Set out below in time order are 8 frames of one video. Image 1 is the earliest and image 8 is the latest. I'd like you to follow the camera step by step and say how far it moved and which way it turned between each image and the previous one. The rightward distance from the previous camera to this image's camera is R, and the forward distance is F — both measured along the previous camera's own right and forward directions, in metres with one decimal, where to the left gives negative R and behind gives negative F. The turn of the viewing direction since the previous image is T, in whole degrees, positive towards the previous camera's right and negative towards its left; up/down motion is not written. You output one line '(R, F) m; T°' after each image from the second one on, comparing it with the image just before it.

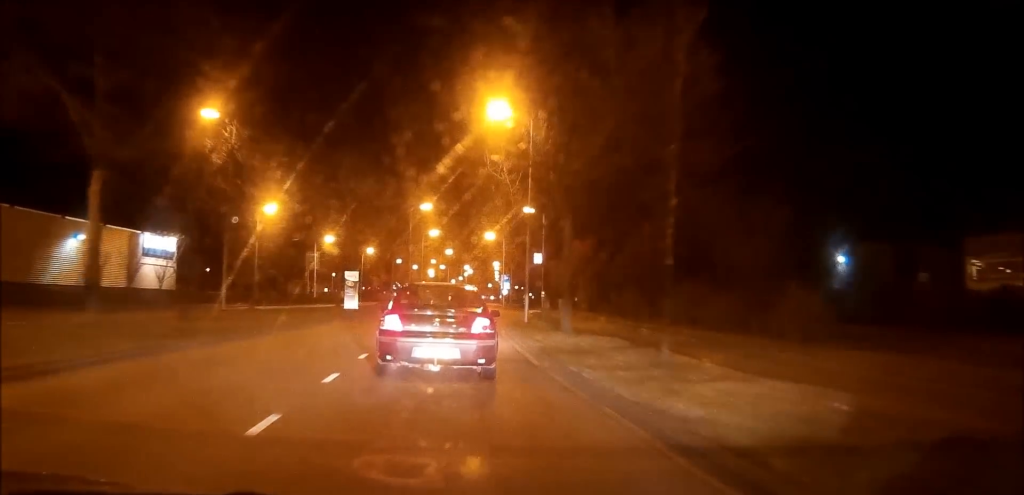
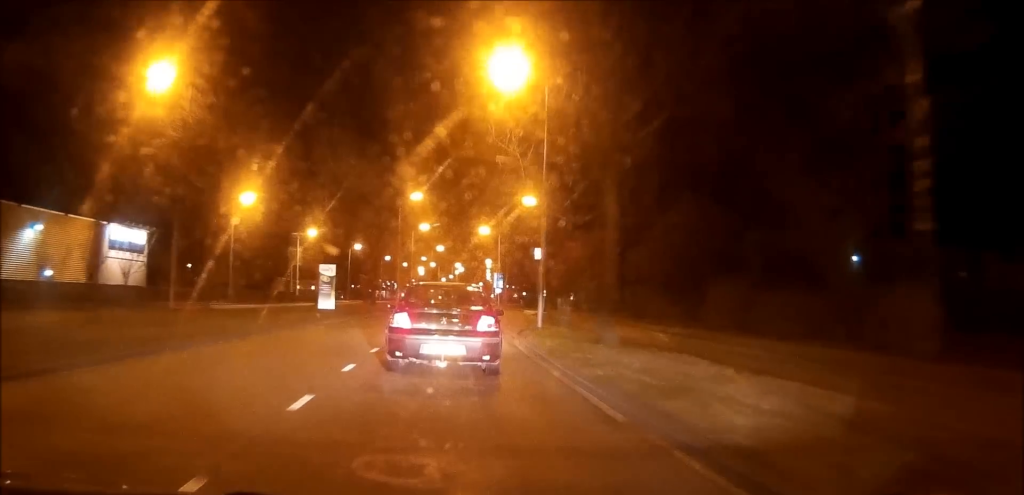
(0.0, +7.3) m; +1°
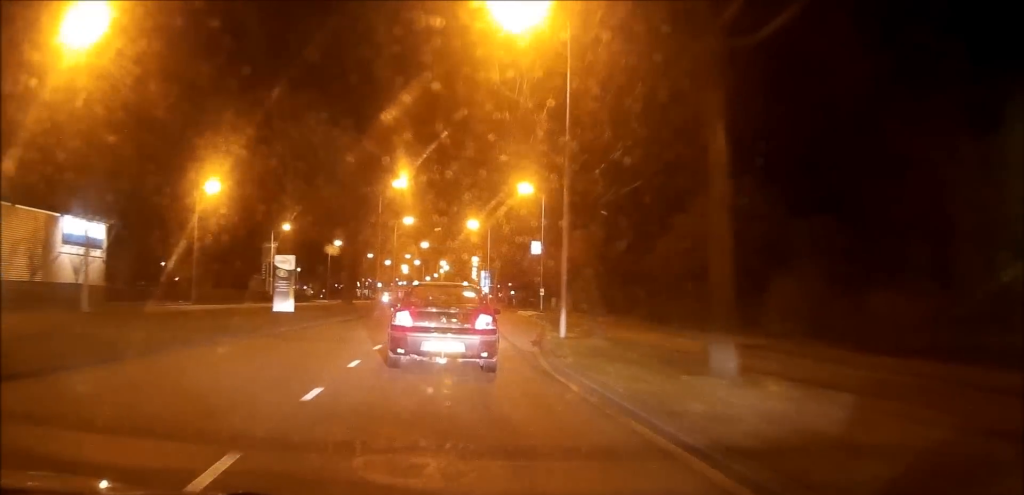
(0.0, +7.9) m; +1°
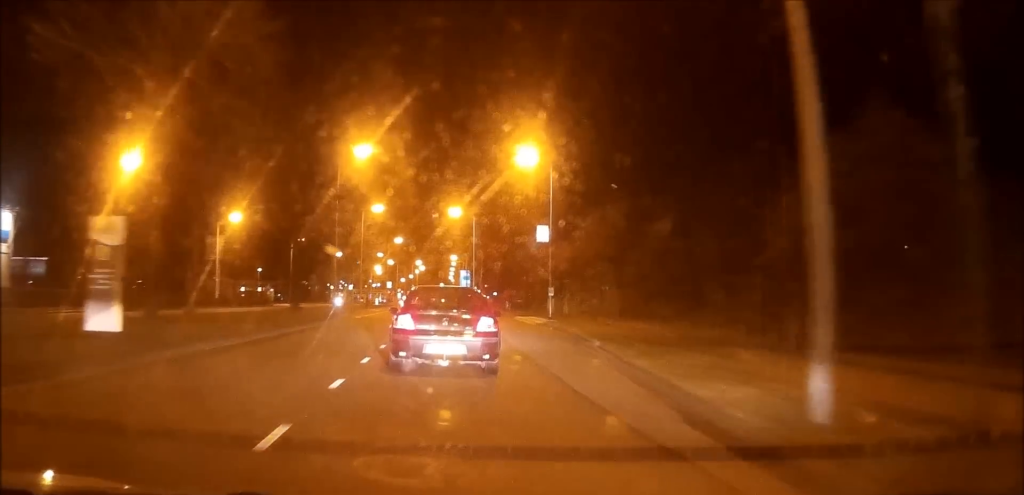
(+0.4, +15.6) m; +2°
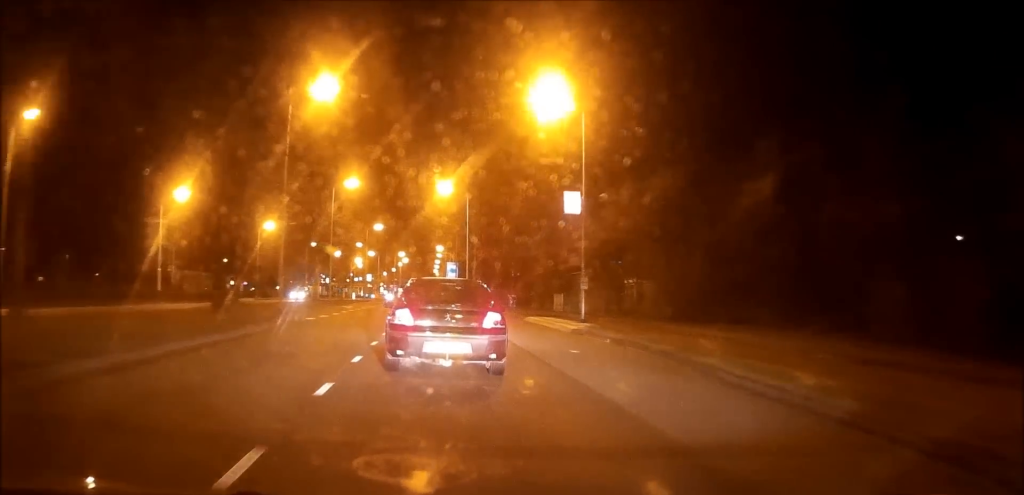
(+0.1, +13.2) m; +1°
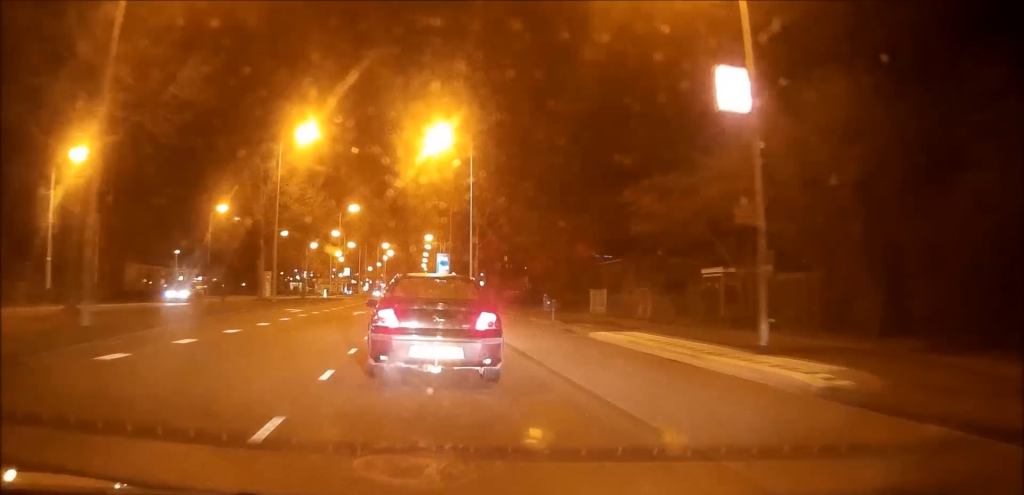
(+0.1, +18.1) m; +1°
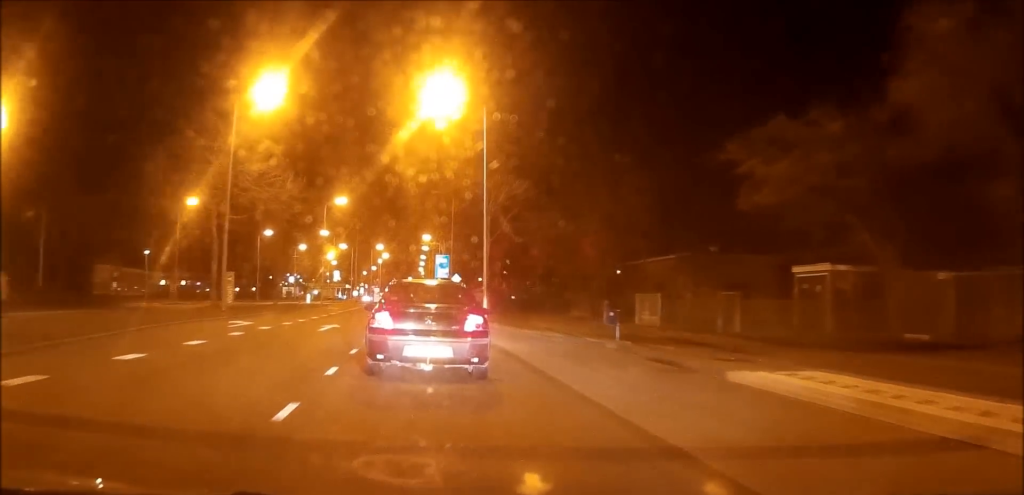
(+0.1, +11.7) m; -1°
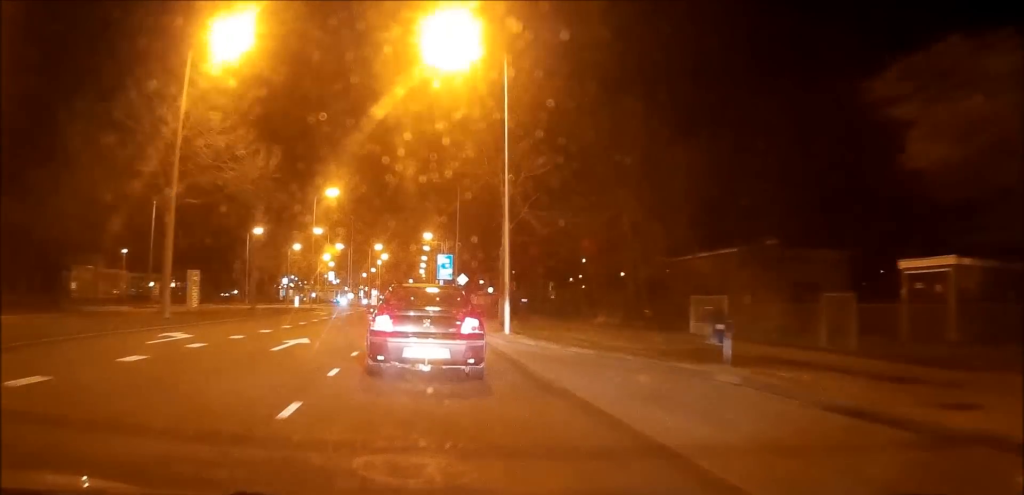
(-0.1, +8.6) m; -2°
